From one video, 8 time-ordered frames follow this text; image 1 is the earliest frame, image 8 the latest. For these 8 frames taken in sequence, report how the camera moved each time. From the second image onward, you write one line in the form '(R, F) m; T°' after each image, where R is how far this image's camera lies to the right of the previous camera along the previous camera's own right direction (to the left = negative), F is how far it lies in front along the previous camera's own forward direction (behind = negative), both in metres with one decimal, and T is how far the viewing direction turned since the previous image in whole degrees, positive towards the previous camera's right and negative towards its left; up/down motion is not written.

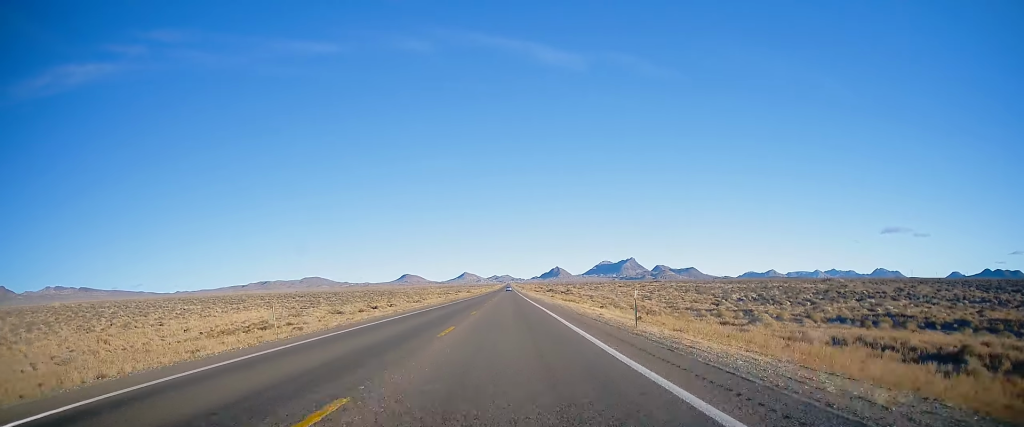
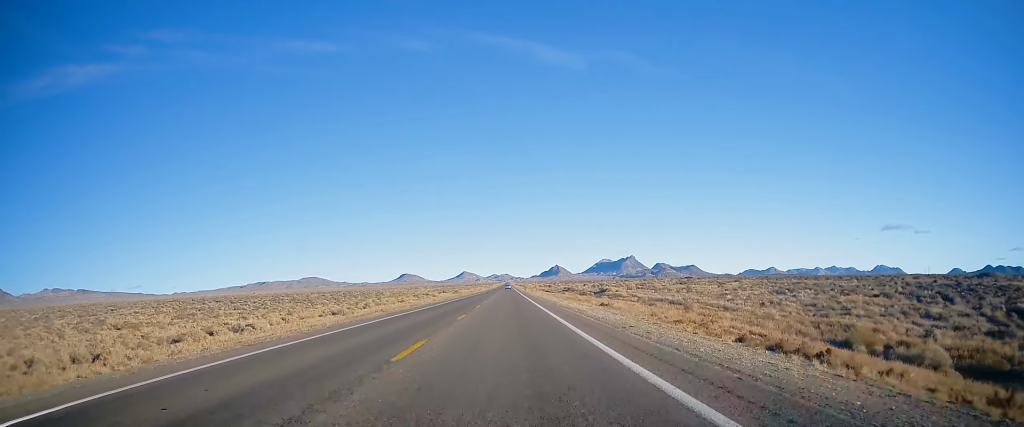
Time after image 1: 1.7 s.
(0.0, +53.9) m; -1°
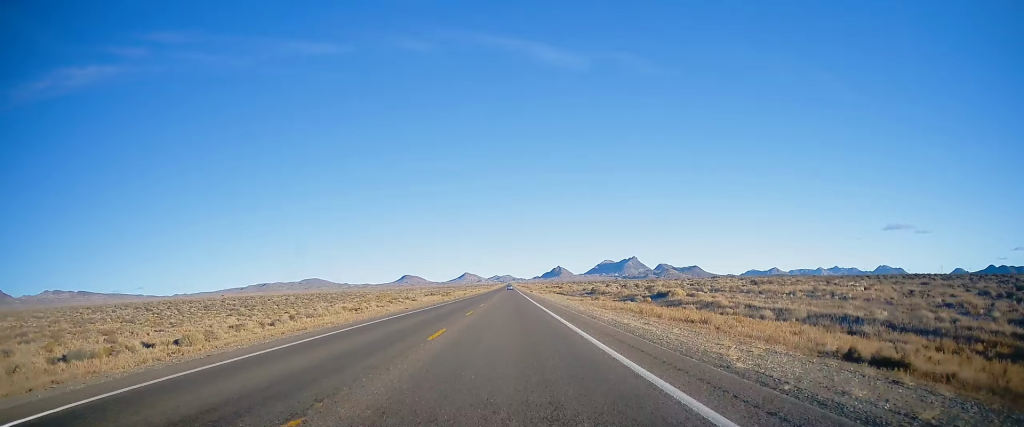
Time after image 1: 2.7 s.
(-0.2, +32.5) m; 0°
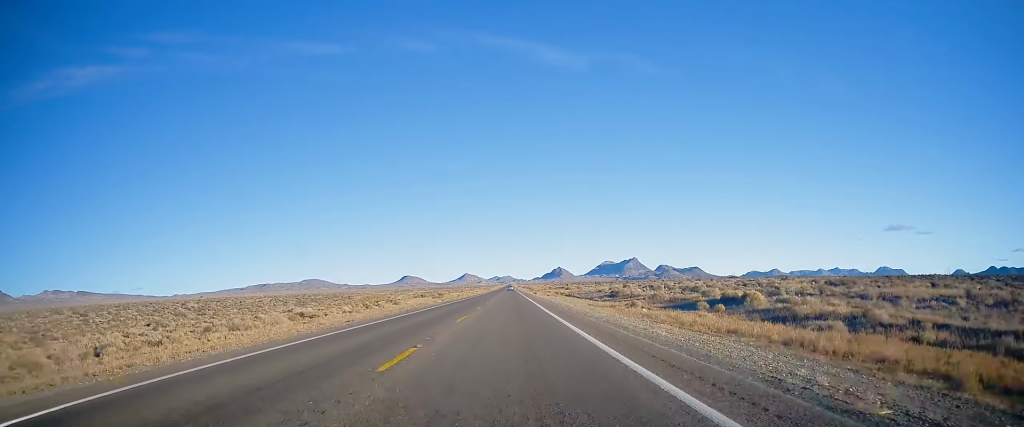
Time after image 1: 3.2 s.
(0.0, +17.4) m; 0°
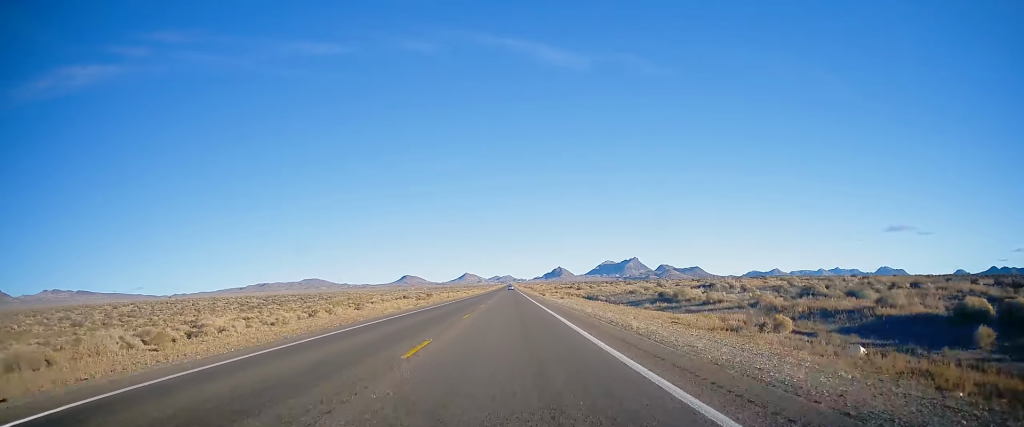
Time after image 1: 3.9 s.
(0.0, +22.8) m; -1°
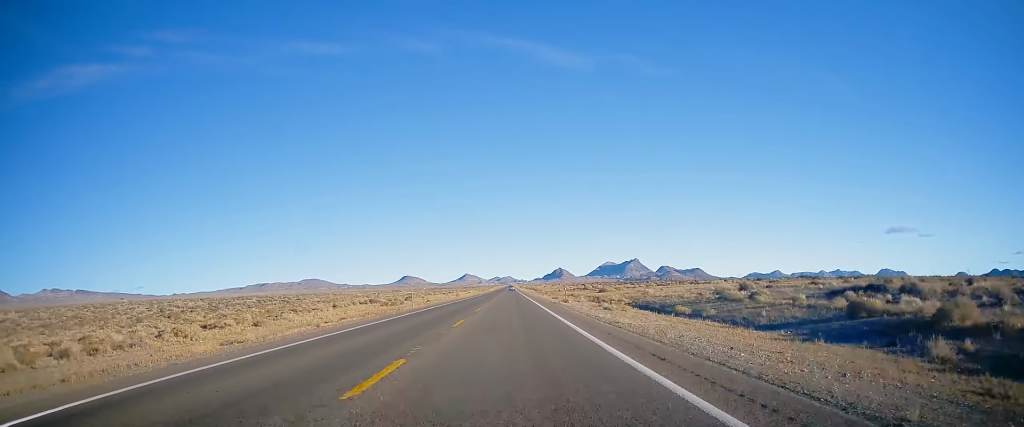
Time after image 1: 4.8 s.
(-0.4, +28.2) m; 0°
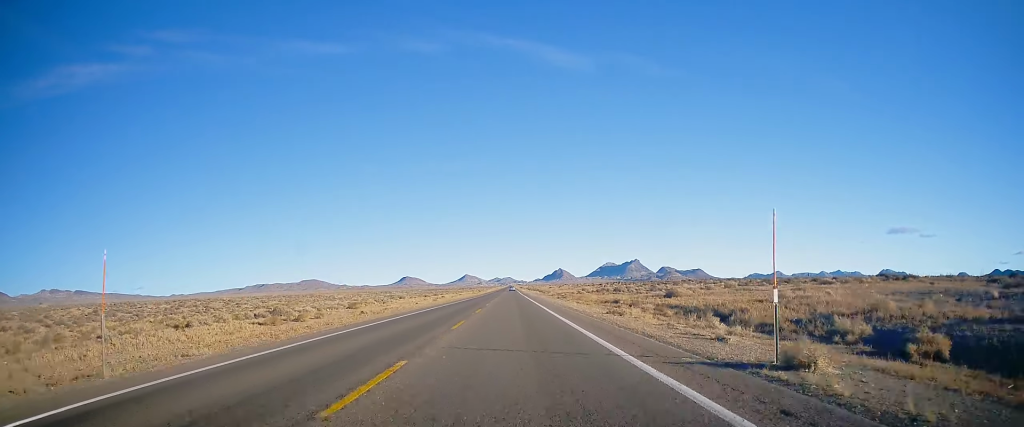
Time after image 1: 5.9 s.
(+0.1, +37.0) m; +1°
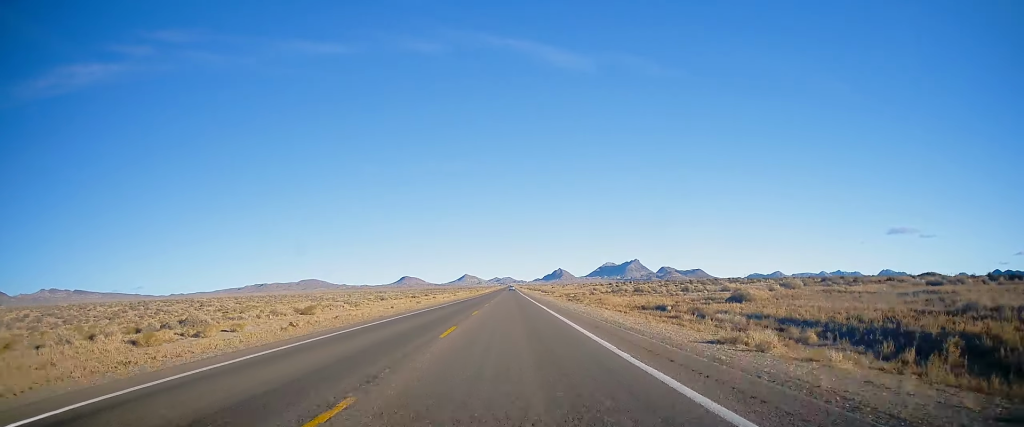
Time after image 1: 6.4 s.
(+0.1, +15.3) m; +1°
